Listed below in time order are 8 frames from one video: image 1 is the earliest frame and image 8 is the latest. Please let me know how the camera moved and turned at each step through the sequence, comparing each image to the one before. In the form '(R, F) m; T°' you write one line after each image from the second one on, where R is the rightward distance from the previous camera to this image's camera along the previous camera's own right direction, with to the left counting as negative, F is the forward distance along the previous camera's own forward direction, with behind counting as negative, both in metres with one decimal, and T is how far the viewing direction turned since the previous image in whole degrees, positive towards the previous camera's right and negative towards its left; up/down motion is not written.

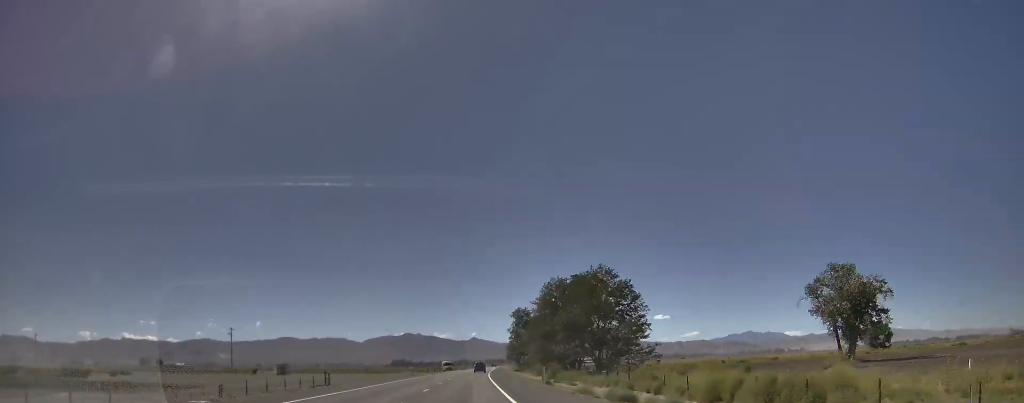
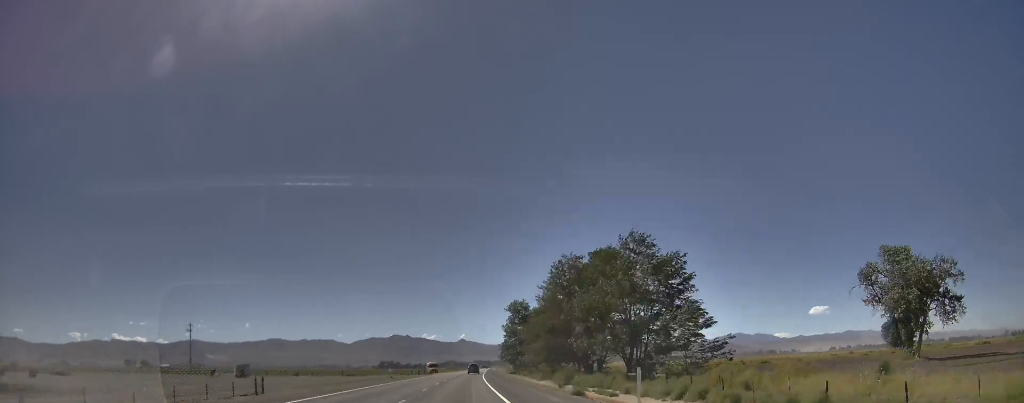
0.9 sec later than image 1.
(-0.2, +21.9) m; 0°
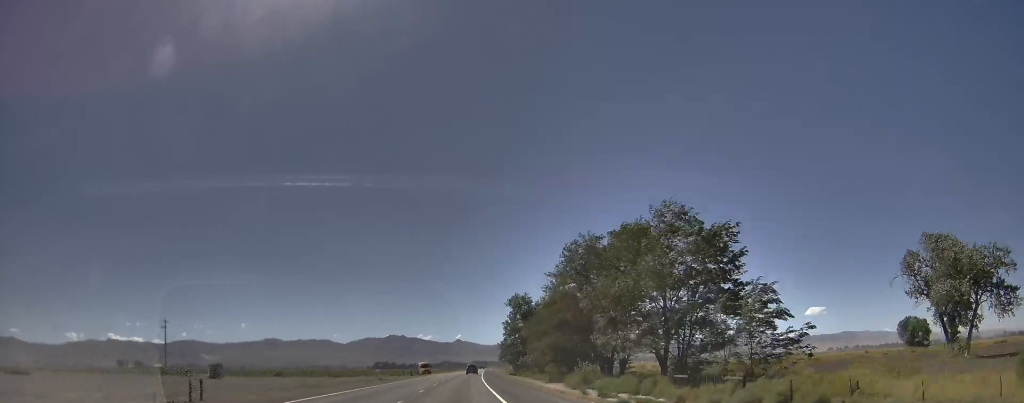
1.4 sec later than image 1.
(0.0, +12.6) m; 0°
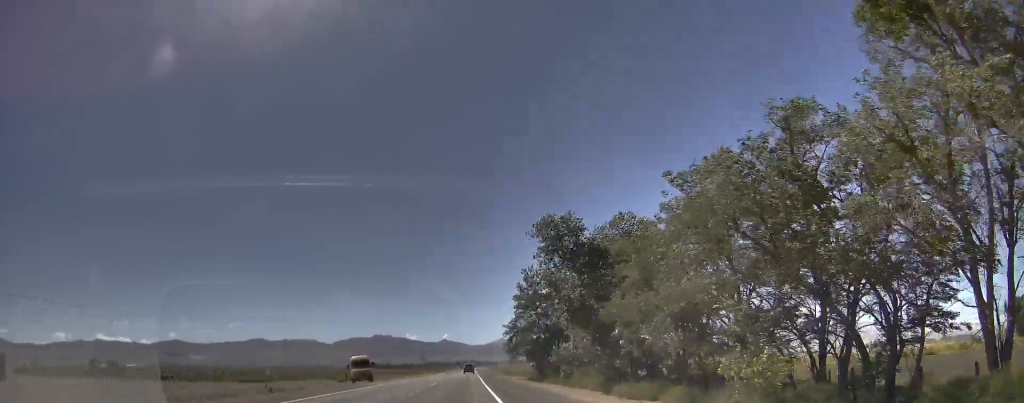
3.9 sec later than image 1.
(-0.2, +64.2) m; -1°
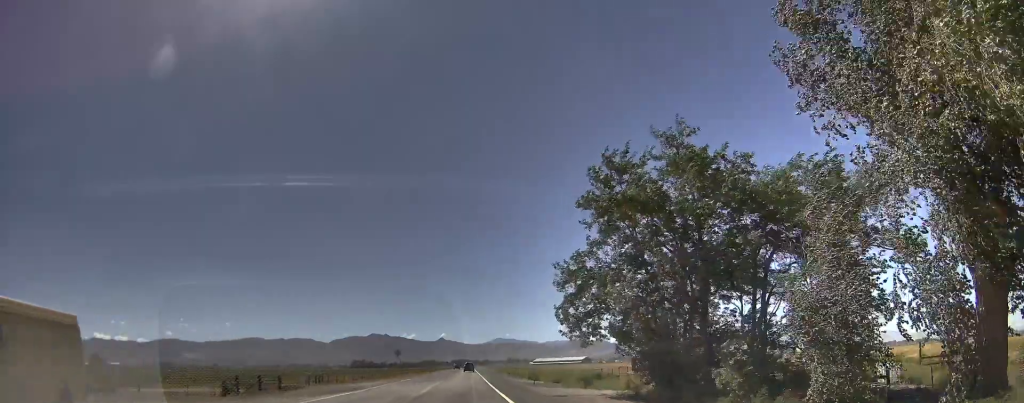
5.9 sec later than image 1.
(-0.1, +48.0) m; -1°
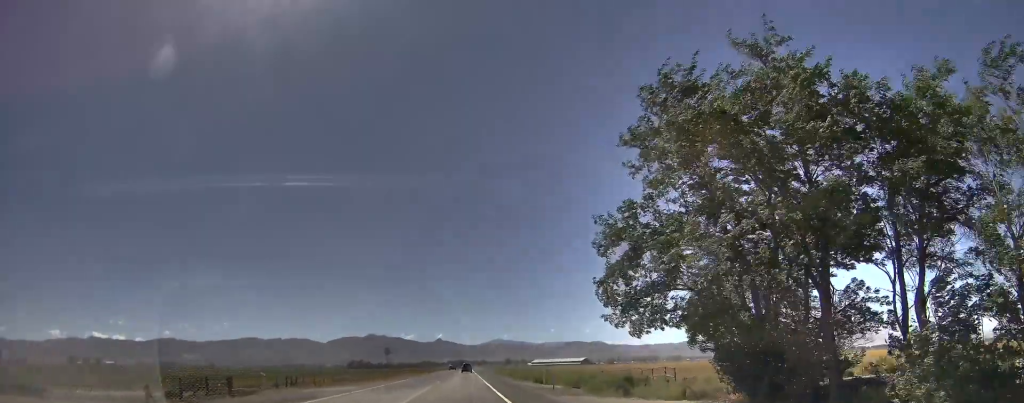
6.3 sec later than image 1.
(+0.2, +10.8) m; -1°
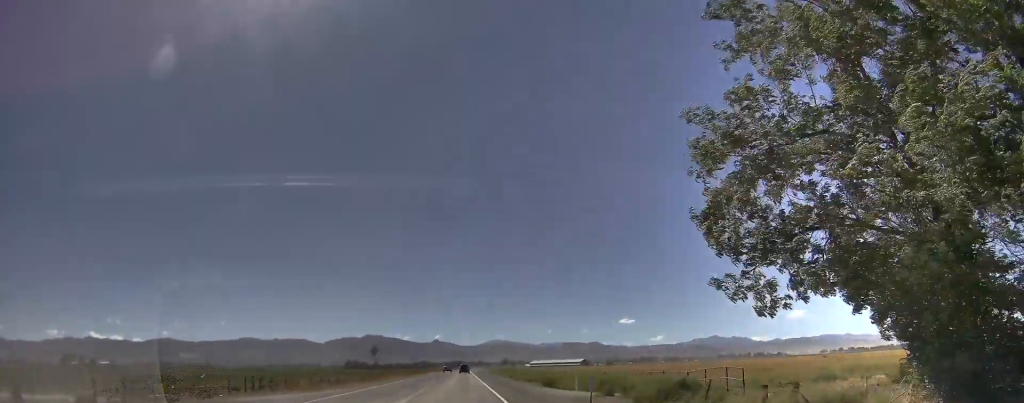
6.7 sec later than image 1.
(-0.3, +10.8) m; 0°
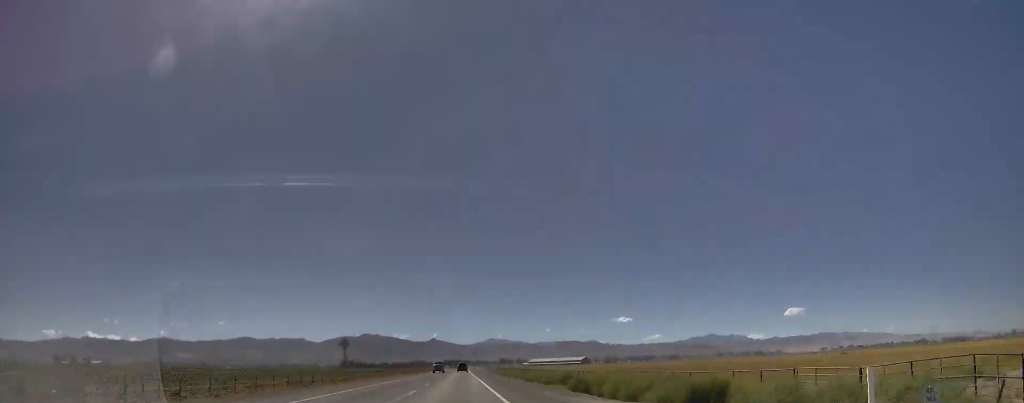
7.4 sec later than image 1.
(-0.6, +16.6) m; 0°
